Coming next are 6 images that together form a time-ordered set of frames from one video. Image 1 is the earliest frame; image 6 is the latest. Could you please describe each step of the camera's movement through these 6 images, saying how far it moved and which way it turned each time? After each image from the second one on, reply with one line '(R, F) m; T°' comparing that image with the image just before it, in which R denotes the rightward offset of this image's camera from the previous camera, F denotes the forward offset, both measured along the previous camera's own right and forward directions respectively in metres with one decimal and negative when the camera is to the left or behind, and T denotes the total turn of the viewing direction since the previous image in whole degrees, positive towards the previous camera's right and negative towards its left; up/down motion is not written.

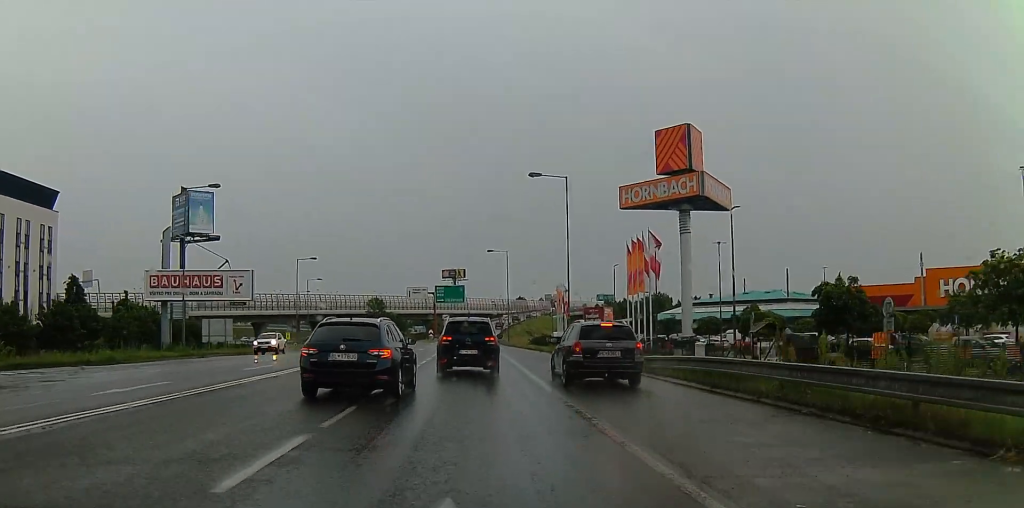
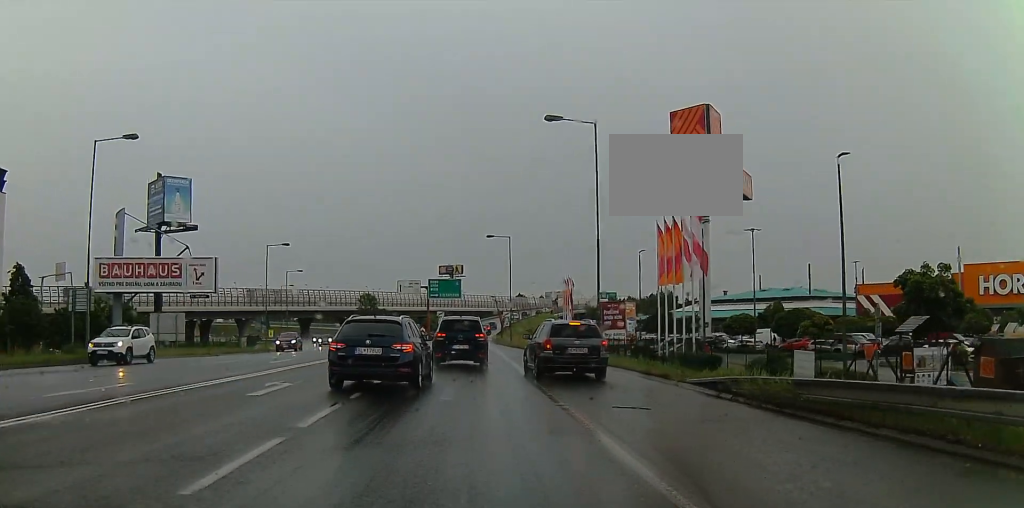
(-0.1, +13.2) m; +2°
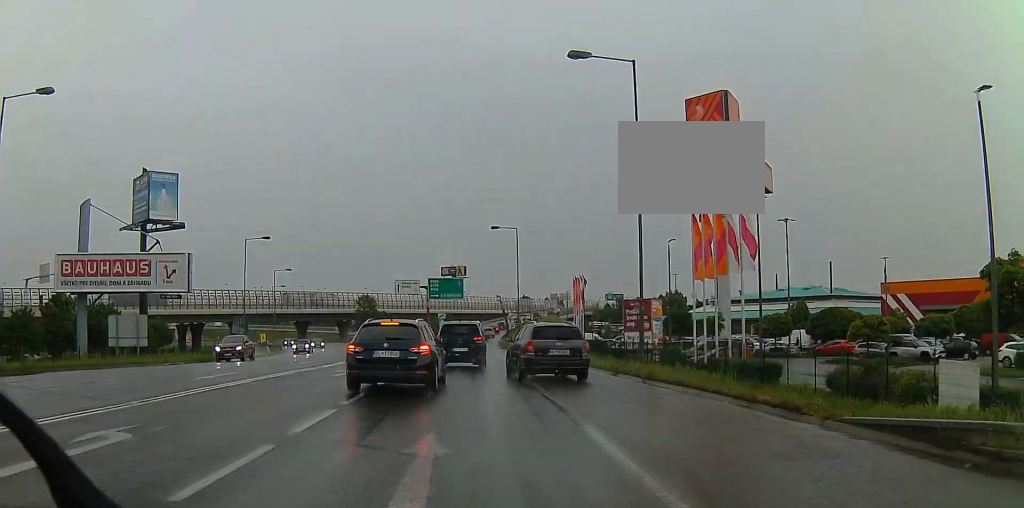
(+0.4, +9.6) m; -4°
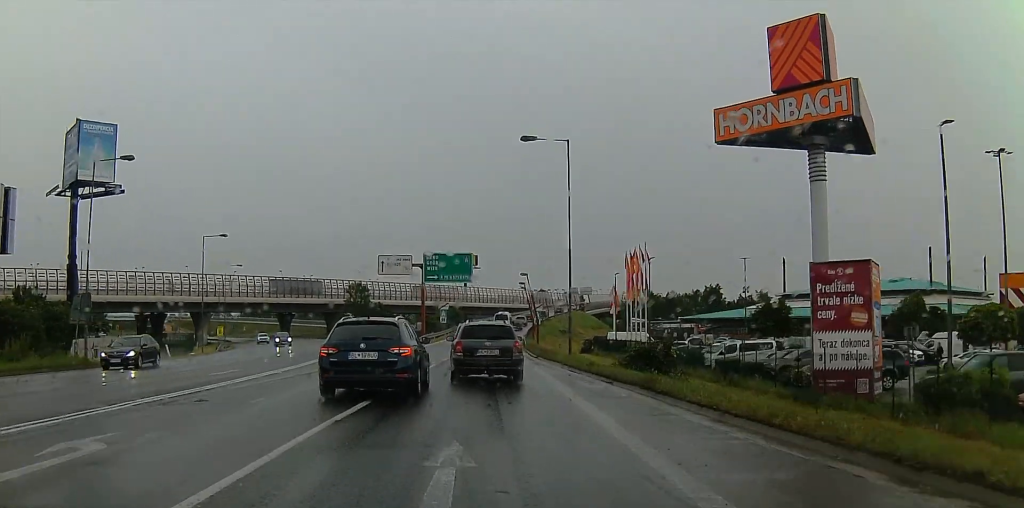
(+0.2, +34.9) m; +2°
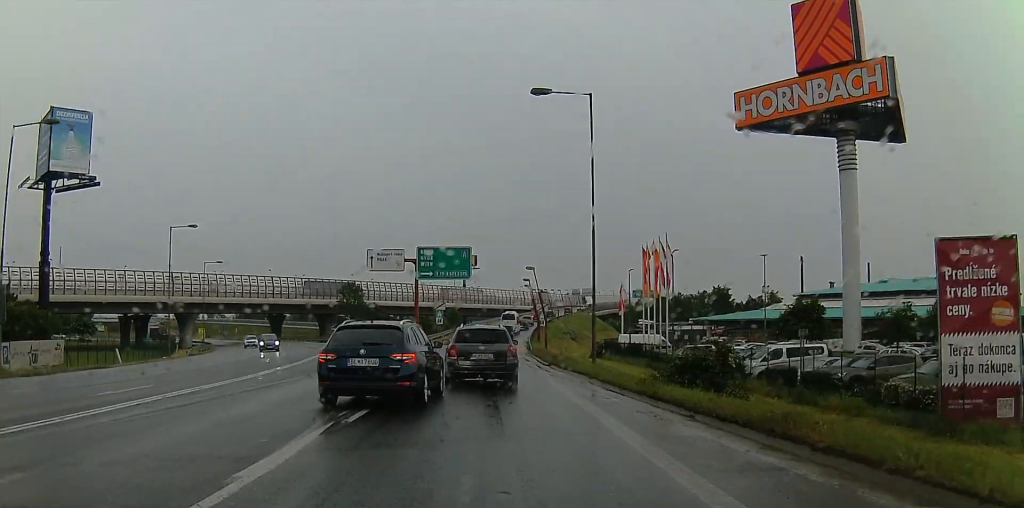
(-0.1, +8.7) m; 0°
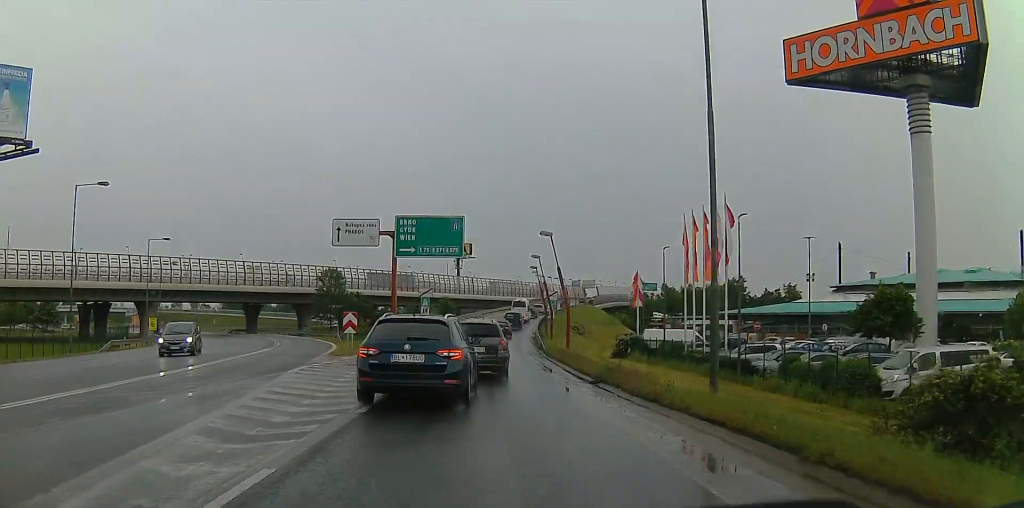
(+0.1, +17.7) m; +1°
